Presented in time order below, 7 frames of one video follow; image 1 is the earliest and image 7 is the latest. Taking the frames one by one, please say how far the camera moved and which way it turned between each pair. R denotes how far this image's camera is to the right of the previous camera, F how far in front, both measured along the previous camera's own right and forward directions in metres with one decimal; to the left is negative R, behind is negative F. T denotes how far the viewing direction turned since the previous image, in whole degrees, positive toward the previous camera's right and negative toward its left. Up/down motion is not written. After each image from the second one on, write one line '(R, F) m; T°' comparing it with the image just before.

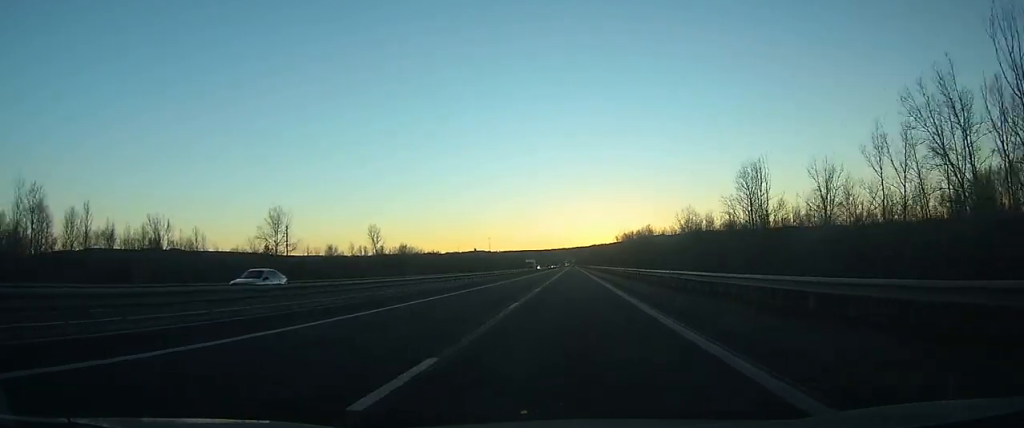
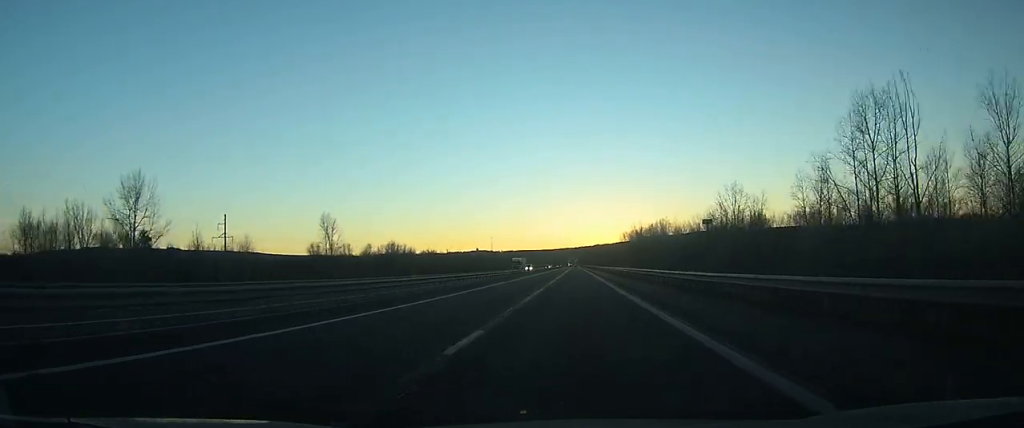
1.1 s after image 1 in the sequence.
(0.0, +32.1) m; 0°
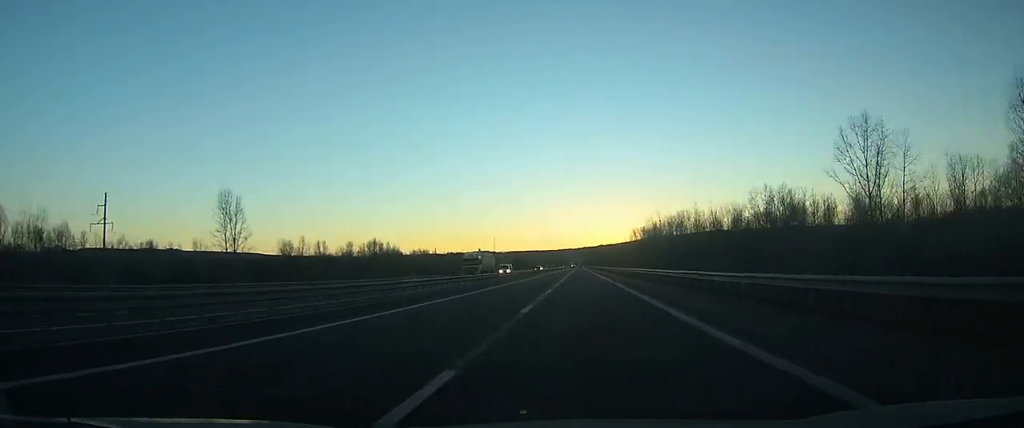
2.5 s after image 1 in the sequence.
(-0.2, +38.1) m; 0°
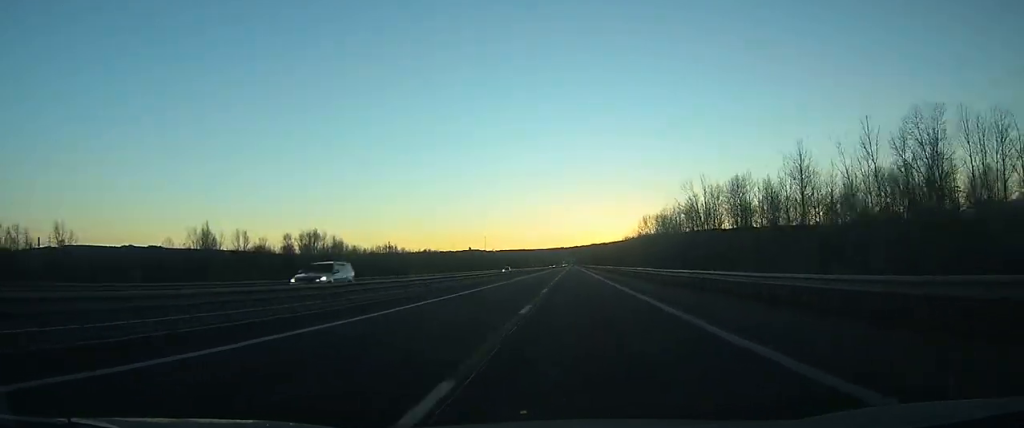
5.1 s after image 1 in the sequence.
(+0.1, +68.8) m; 0°
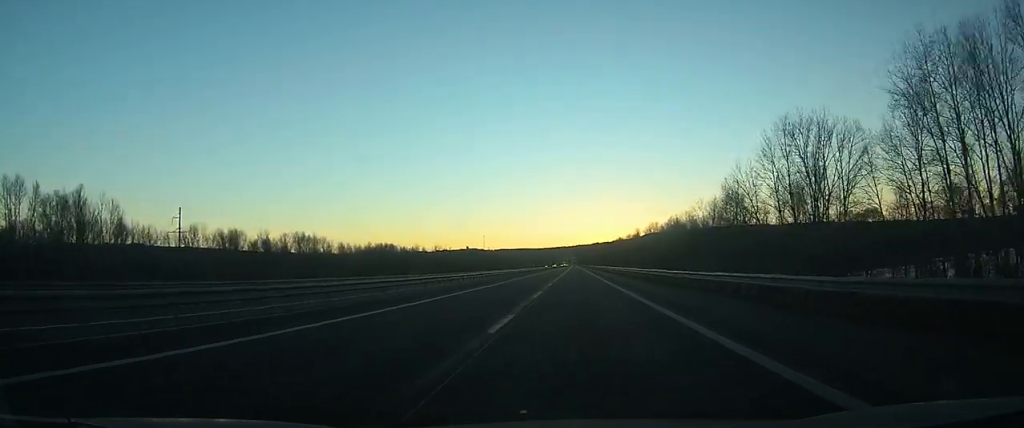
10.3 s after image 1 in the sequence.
(0.0, +151.0) m; 0°
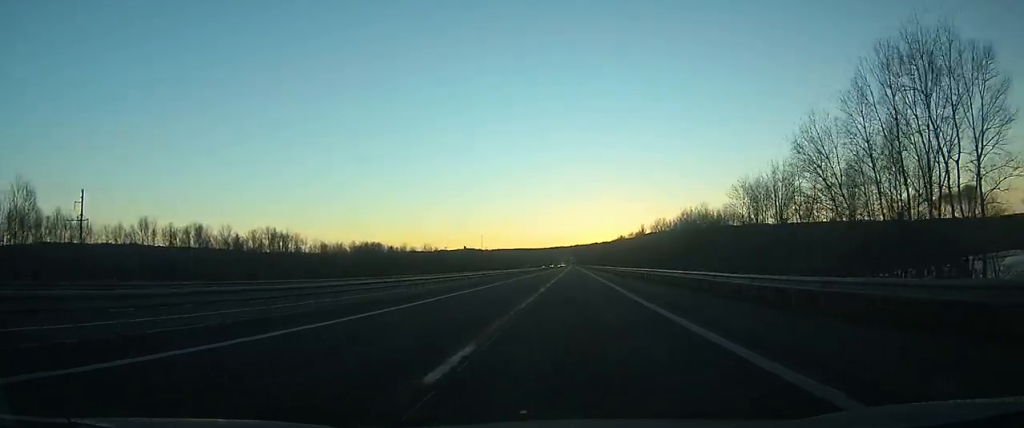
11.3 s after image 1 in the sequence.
(0.0, +27.9) m; 0°
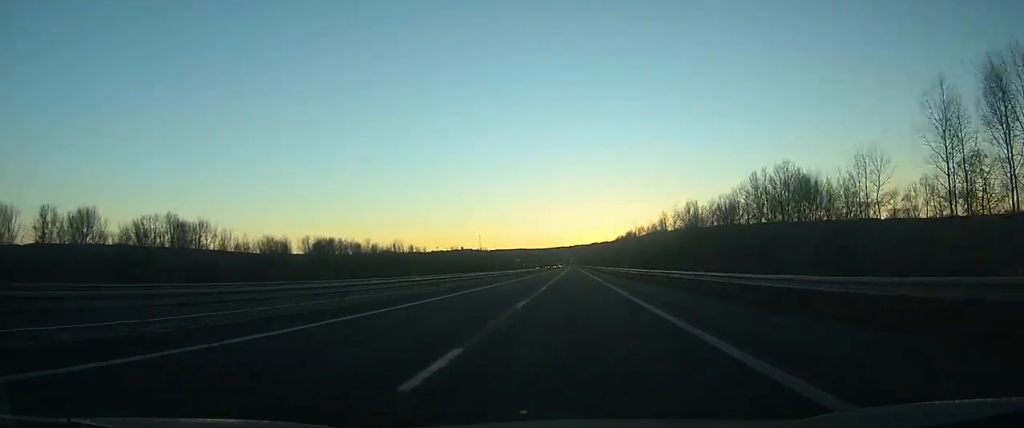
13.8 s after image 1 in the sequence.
(0.0, +68.9) m; 0°
